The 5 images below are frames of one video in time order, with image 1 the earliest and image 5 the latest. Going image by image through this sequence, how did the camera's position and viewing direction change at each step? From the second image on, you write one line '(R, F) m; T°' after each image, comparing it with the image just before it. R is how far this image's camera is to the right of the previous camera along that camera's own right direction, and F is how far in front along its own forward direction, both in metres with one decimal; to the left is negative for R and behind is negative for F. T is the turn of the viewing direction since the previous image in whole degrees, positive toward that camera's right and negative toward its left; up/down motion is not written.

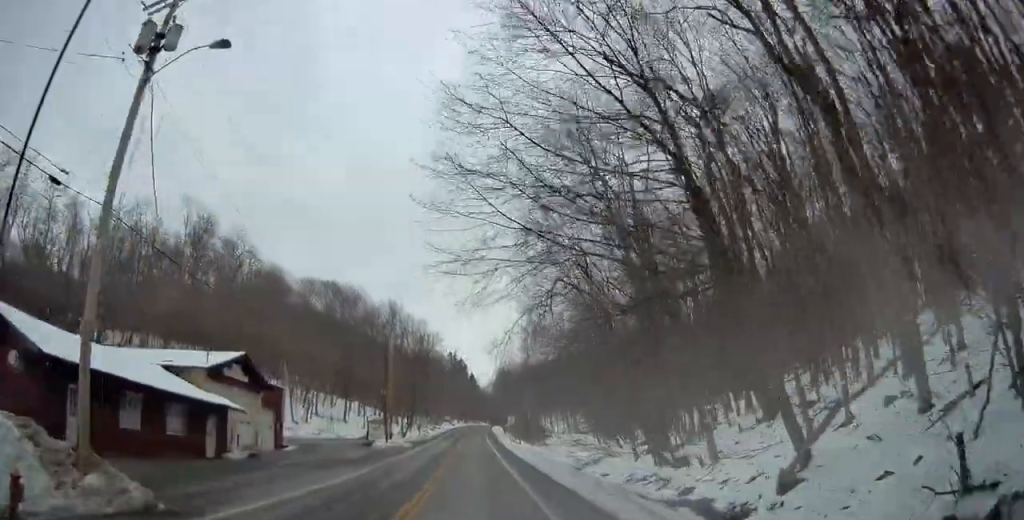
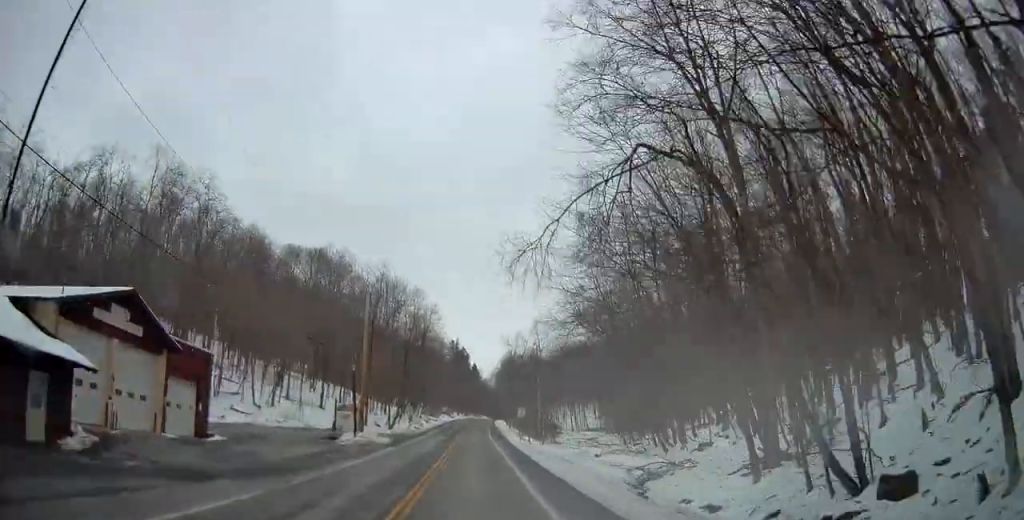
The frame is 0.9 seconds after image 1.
(+0.3, +13.9) m; +1°
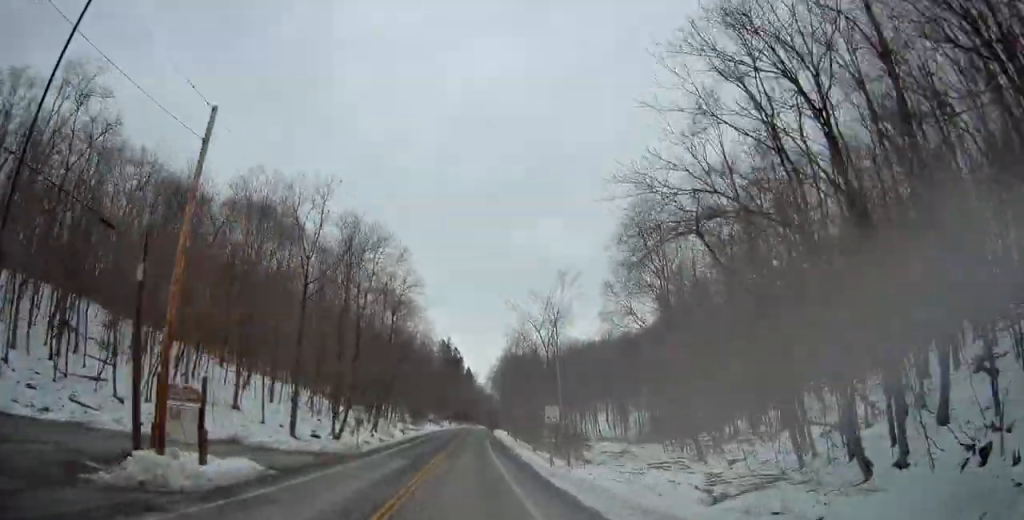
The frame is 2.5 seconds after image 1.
(+0.1, +25.6) m; 0°
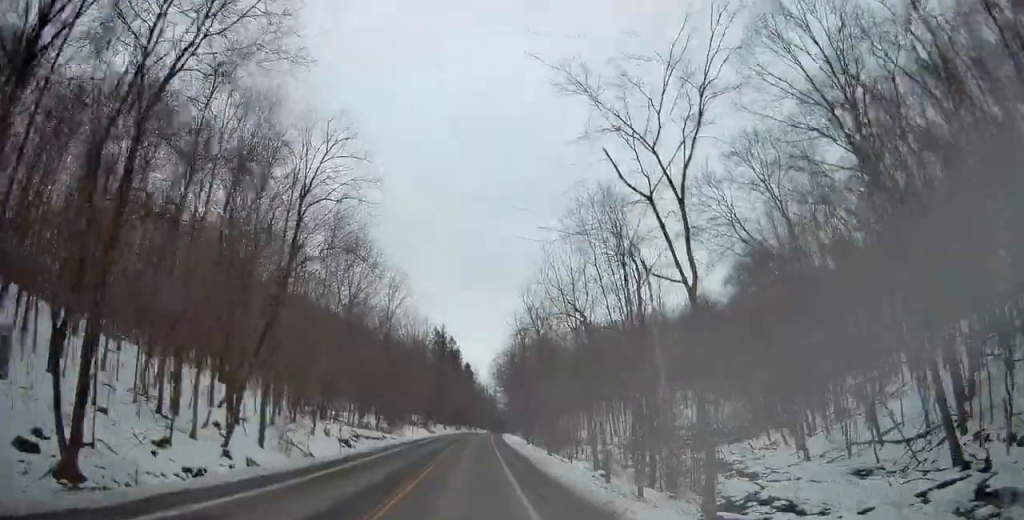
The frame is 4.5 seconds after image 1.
(-0.1, +32.1) m; 0°
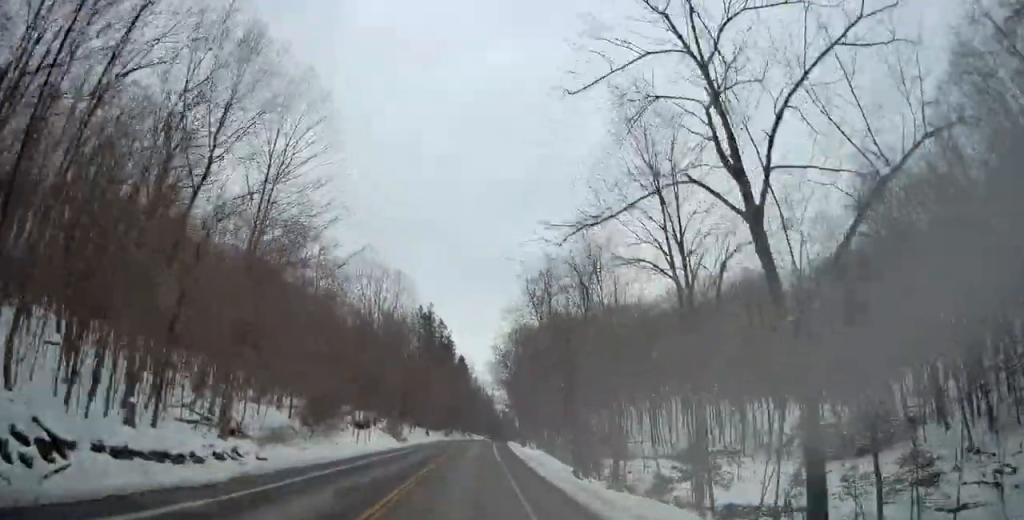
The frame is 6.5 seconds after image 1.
(-0.5, +33.4) m; -1°
